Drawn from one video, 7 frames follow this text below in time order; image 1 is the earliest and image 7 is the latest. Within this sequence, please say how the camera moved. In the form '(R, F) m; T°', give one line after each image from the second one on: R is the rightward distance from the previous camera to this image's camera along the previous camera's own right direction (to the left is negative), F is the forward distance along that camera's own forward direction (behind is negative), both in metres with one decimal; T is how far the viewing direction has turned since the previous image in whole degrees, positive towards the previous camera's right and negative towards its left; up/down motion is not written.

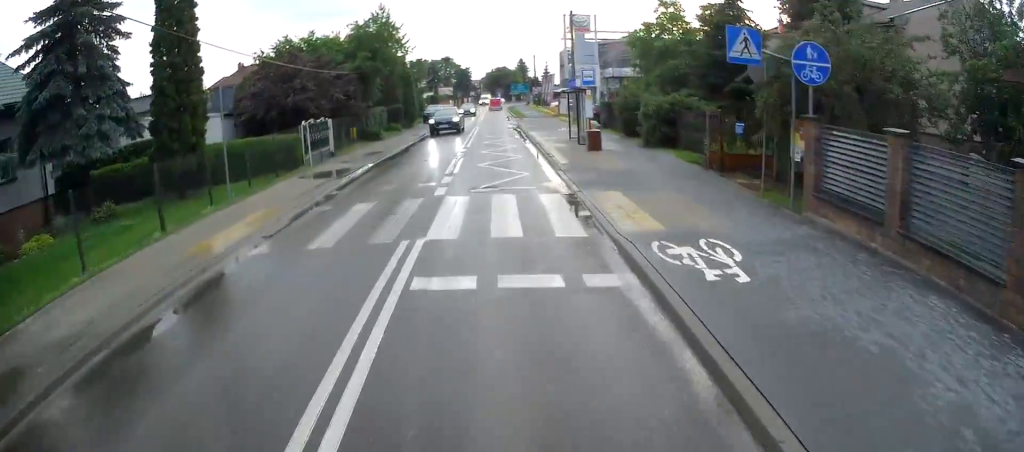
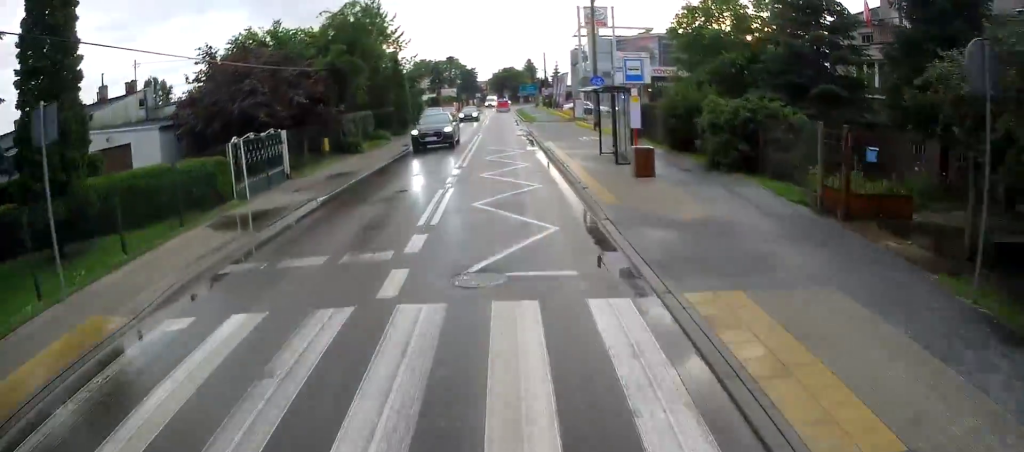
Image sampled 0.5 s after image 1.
(-0.1, +7.0) m; 0°
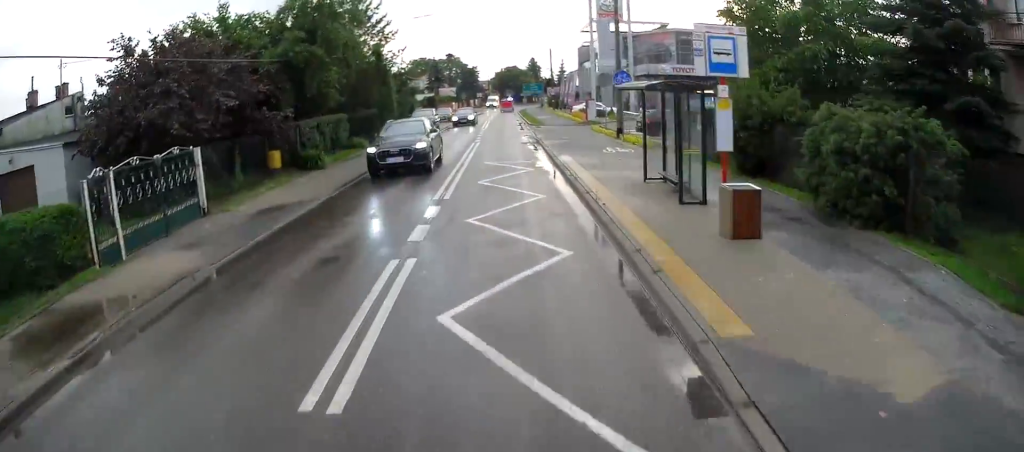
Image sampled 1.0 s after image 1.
(+0.2, +6.5) m; +1°
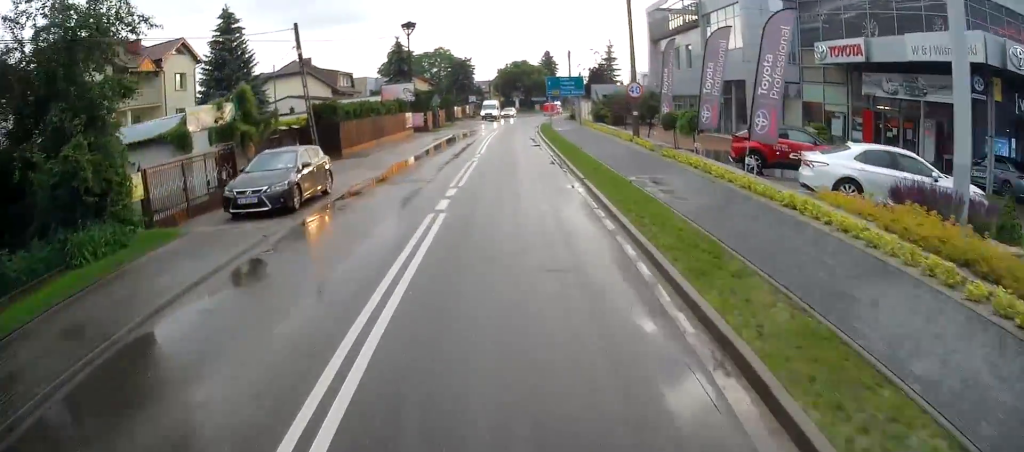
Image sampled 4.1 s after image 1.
(-0.7, +45.1) m; -1°
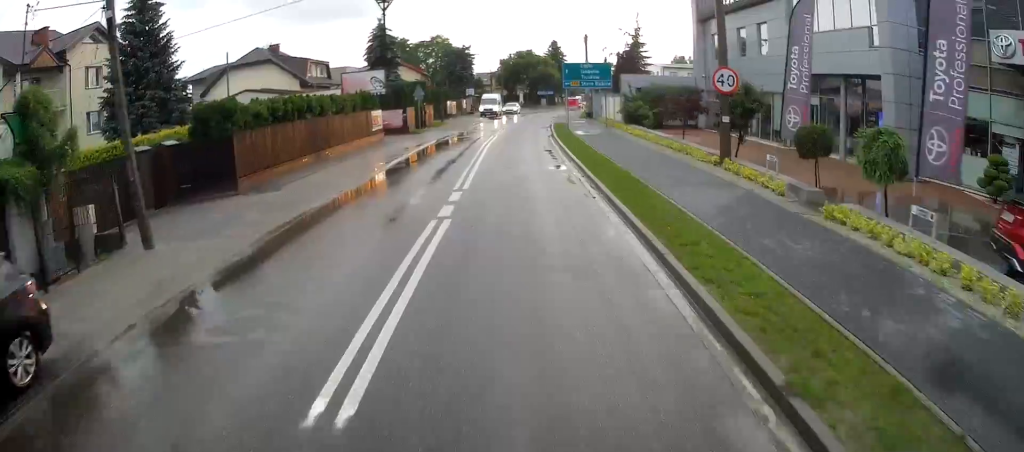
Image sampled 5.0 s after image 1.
(-0.2, +12.0) m; 0°
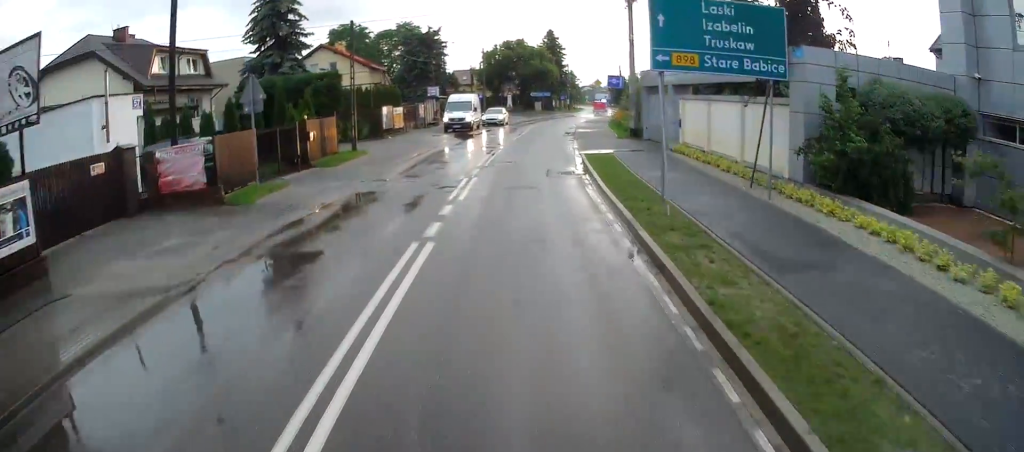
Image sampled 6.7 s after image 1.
(+0.4, +25.7) m; +2°
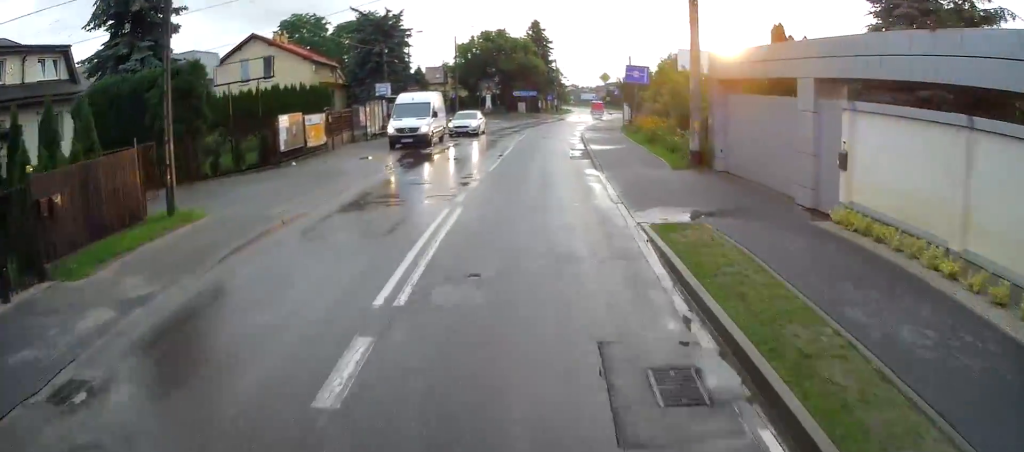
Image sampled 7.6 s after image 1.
(0.0, +13.4) m; +1°
